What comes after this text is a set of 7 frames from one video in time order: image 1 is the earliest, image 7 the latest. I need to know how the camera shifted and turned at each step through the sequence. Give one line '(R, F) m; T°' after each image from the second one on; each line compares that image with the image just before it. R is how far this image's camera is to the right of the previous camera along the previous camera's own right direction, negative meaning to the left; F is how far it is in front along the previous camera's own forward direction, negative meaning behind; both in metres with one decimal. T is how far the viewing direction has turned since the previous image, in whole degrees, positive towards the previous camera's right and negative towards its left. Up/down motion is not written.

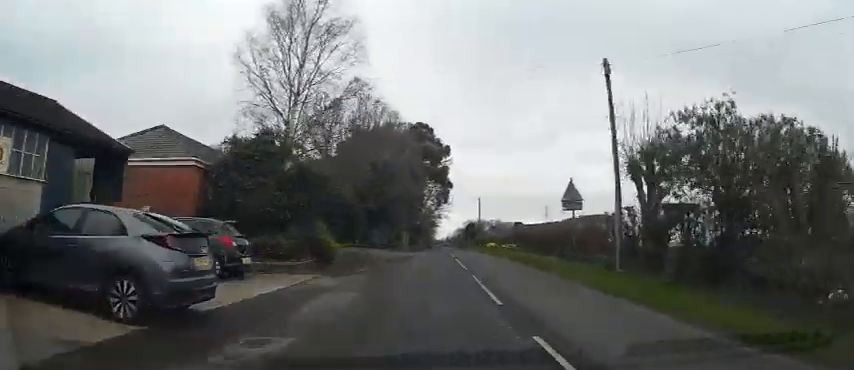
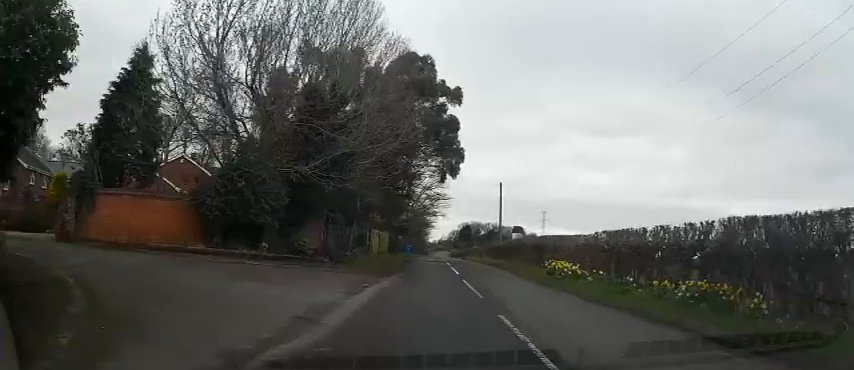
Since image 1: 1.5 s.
(-0.3, +23.4) m; -1°
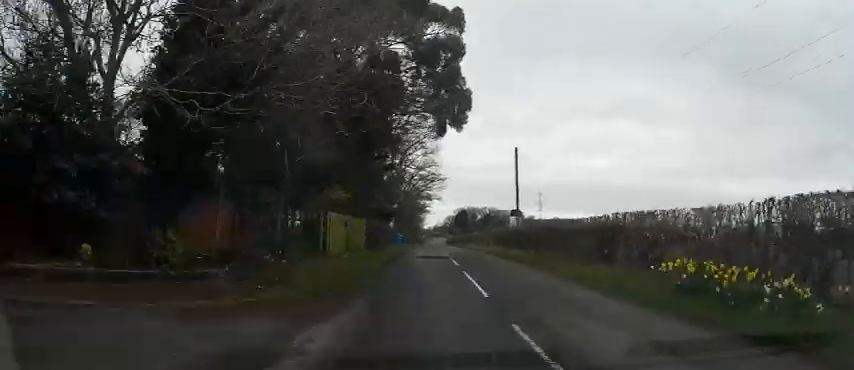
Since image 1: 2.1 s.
(-0.1, +10.4) m; 0°
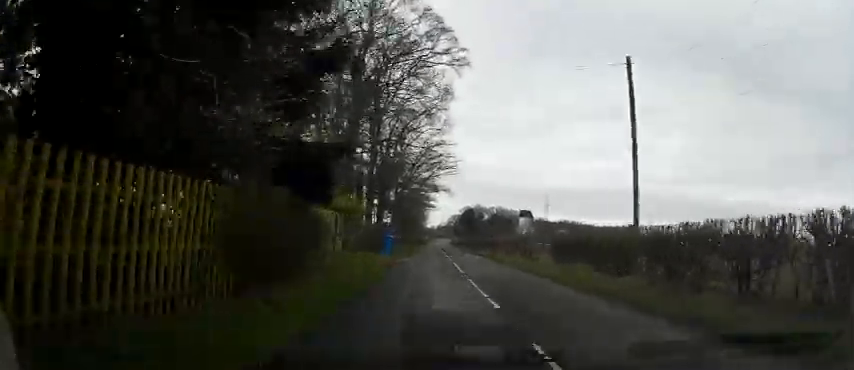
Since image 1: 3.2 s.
(0.0, +18.2) m; +1°
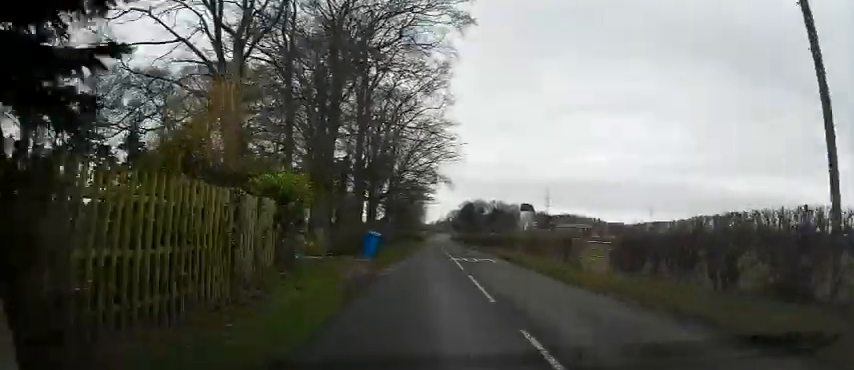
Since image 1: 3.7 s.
(0.0, +8.5) m; 0°
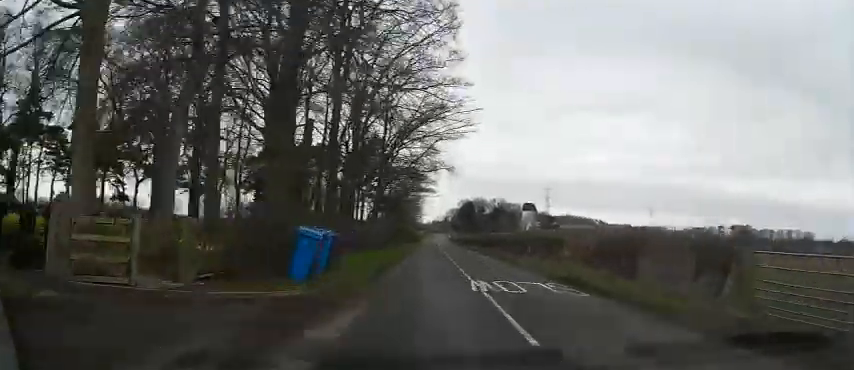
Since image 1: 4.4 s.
(+0.3, +12.7) m; 0°
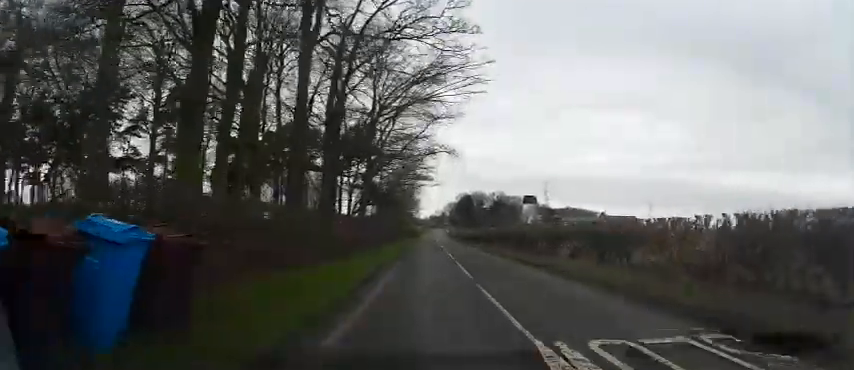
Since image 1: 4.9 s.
(-0.2, +8.5) m; 0°
